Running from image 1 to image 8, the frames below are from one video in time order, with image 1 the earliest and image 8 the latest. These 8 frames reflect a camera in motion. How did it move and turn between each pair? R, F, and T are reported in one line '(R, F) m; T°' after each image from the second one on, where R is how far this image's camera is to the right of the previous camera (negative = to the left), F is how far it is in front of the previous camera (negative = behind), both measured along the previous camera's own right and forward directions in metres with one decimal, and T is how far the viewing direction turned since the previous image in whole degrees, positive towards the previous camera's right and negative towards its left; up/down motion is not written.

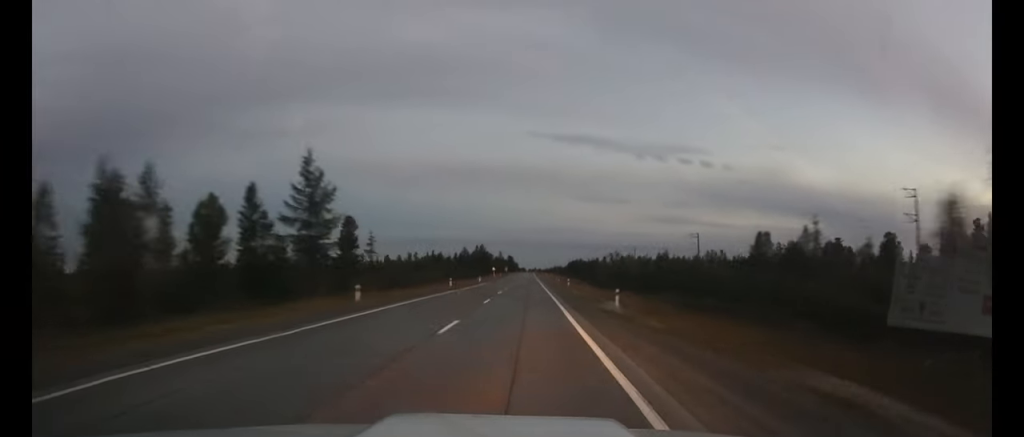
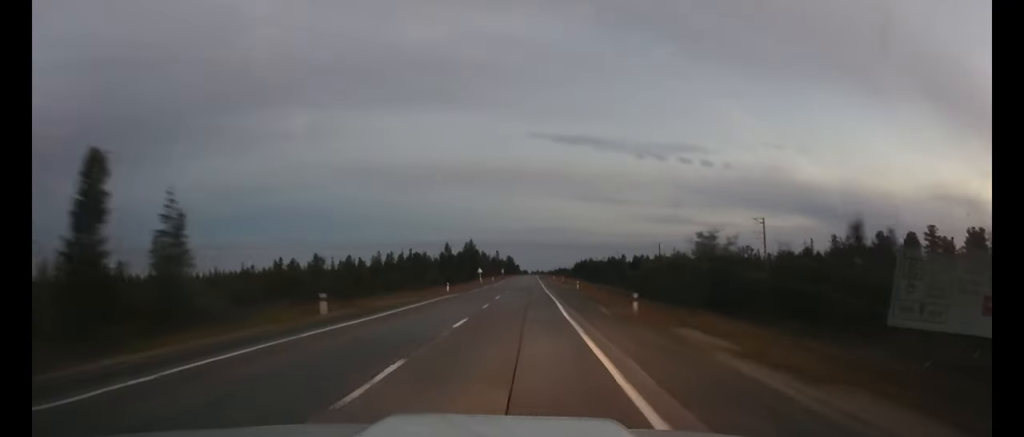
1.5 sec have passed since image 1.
(+0.7, +41.5) m; +1°
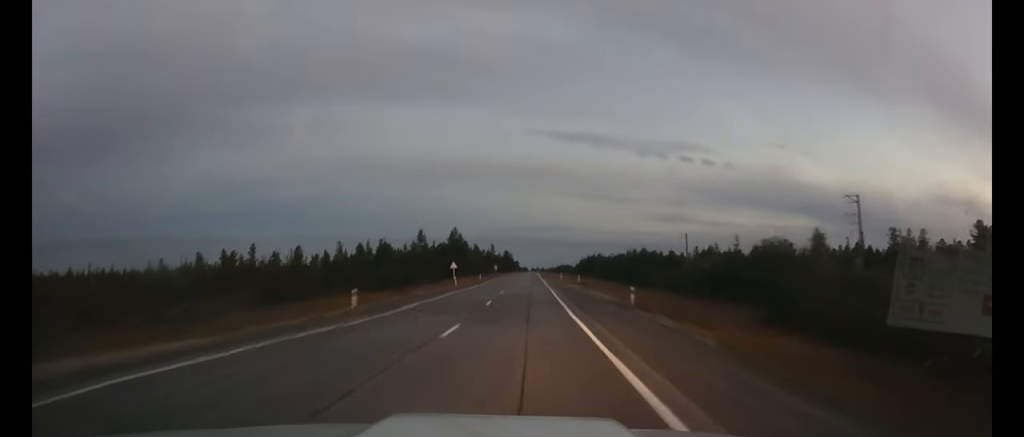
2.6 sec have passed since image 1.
(0.0, +33.3) m; 0°
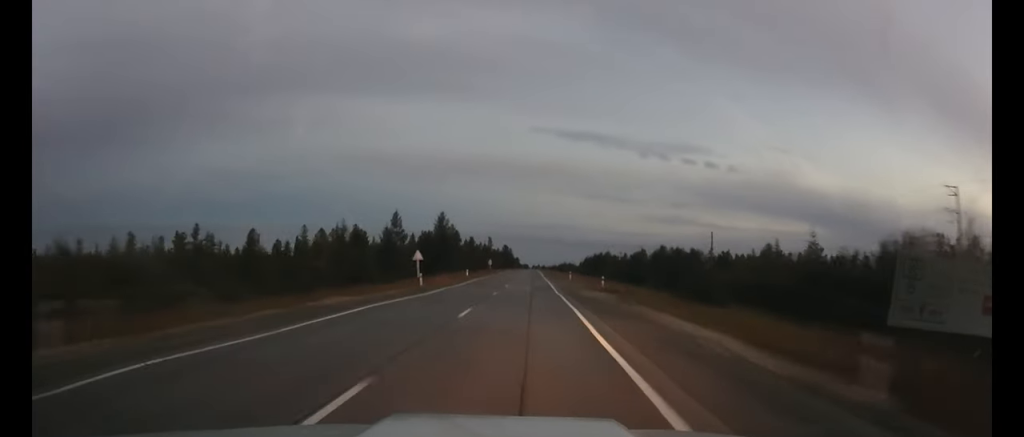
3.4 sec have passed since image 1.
(0.0, +21.0) m; 0°
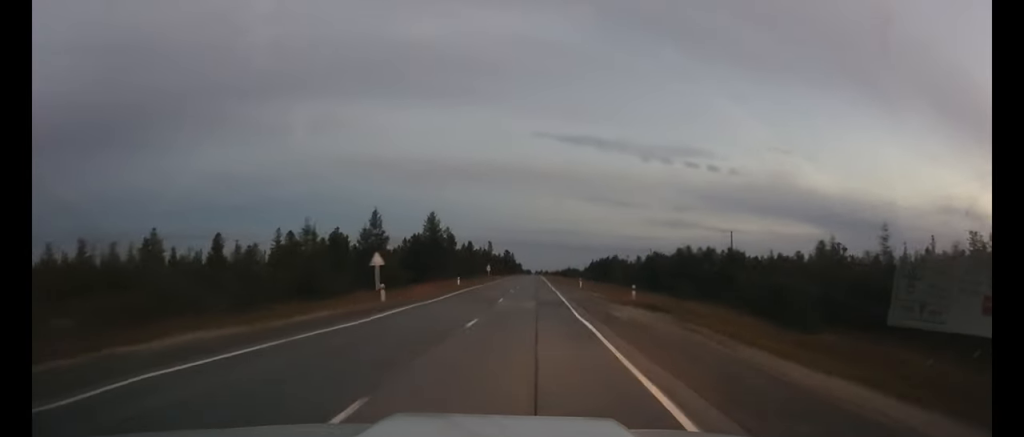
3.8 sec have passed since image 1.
(0.0, +12.4) m; 0°
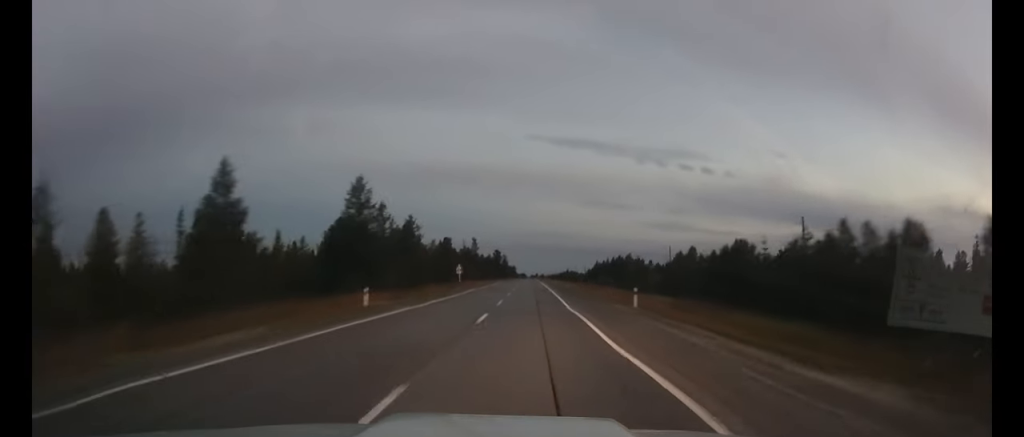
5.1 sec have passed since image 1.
(0.0, +37.1) m; 0°
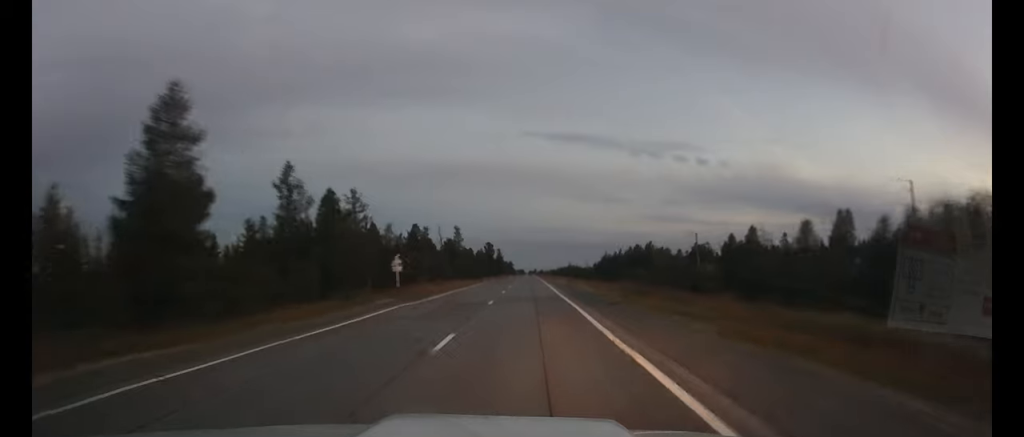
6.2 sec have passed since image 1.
(+0.1, +31.1) m; 0°
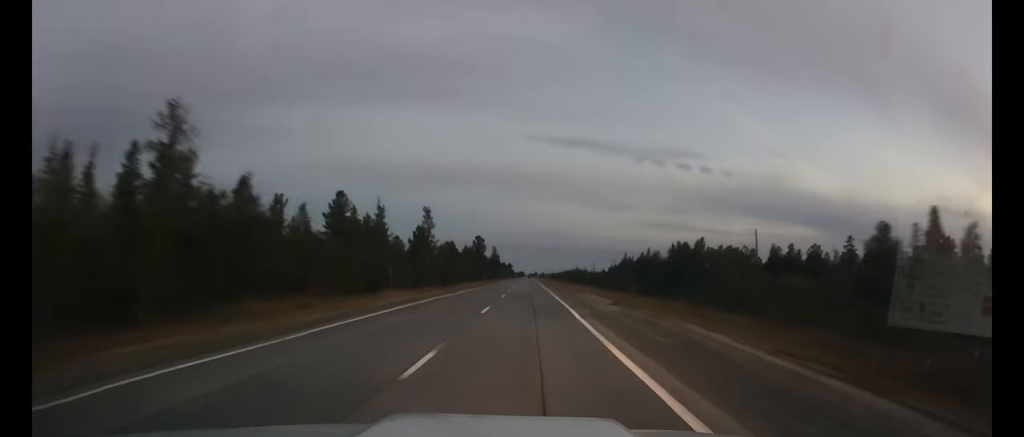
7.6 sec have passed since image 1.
(0.0, +39.1) m; 0°
